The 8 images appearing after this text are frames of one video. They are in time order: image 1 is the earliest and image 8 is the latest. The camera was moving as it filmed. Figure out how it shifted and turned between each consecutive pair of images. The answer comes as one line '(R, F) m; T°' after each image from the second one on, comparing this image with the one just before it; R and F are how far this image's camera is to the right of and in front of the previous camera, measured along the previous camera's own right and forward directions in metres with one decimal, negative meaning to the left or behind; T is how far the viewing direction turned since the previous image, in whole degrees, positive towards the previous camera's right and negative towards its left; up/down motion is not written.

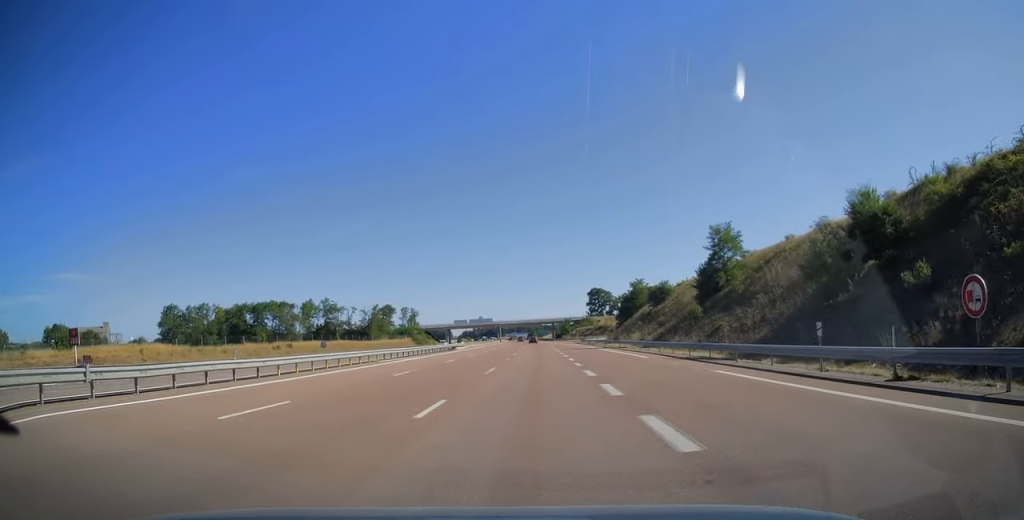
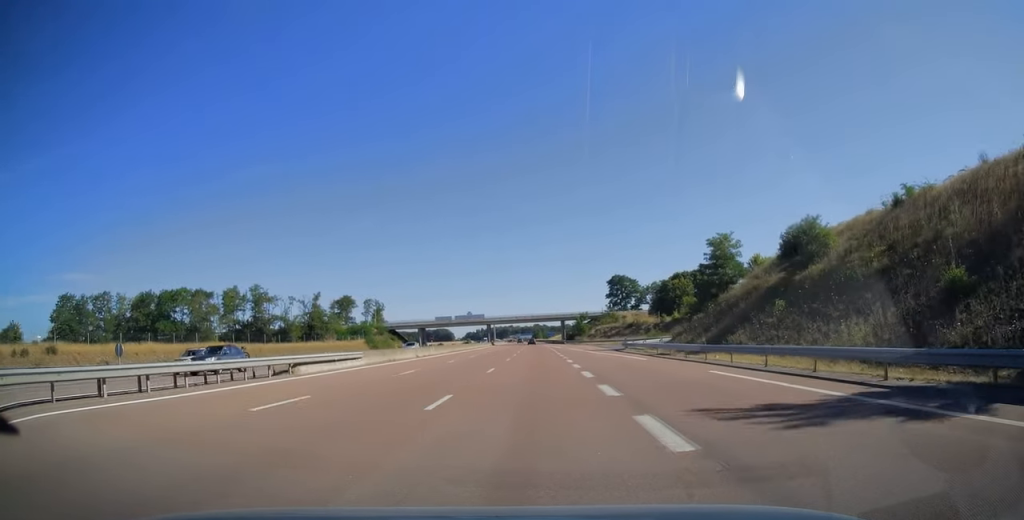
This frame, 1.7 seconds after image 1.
(-0.2, +51.7) m; -1°
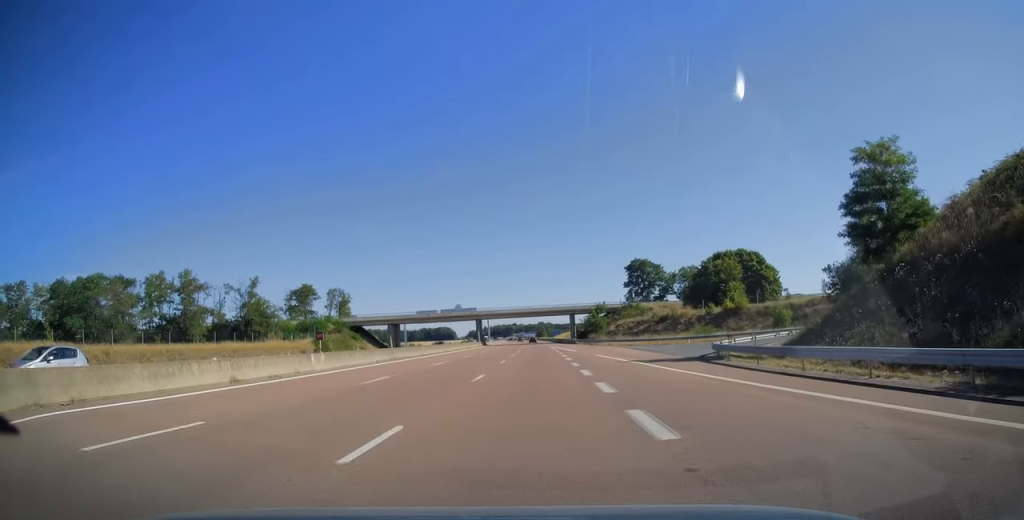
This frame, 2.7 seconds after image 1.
(-0.1, +31.3) m; 0°
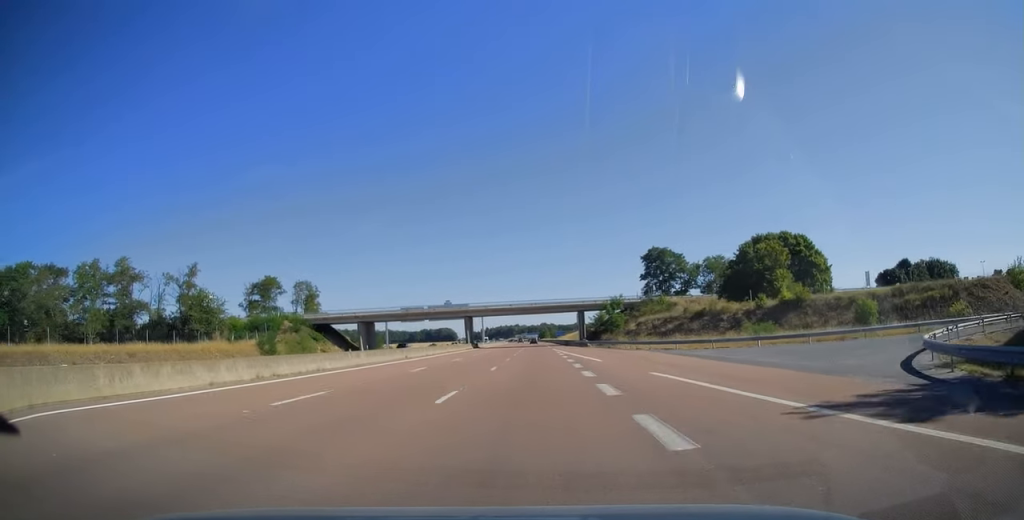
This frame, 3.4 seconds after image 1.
(0.0, +20.2) m; 0°
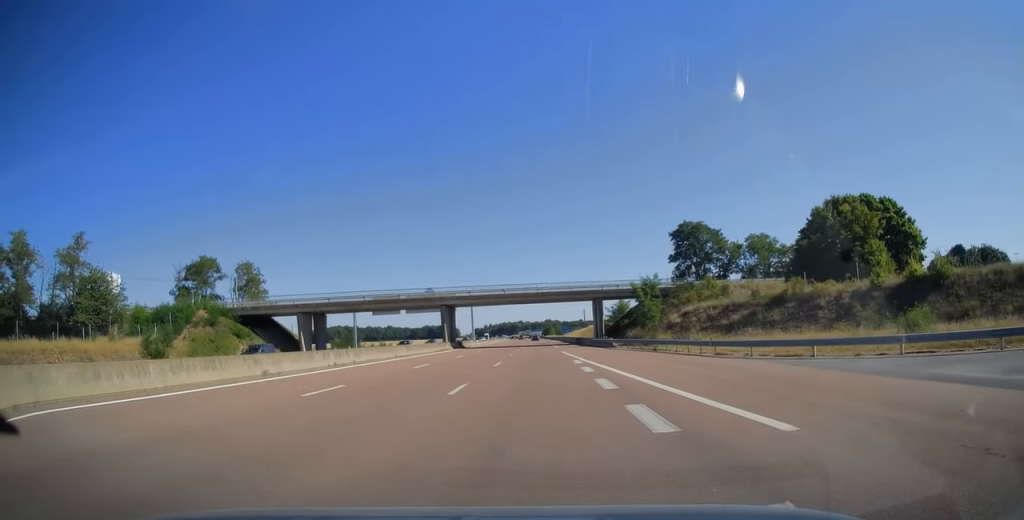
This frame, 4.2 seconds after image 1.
(0.0, +24.8) m; 0°
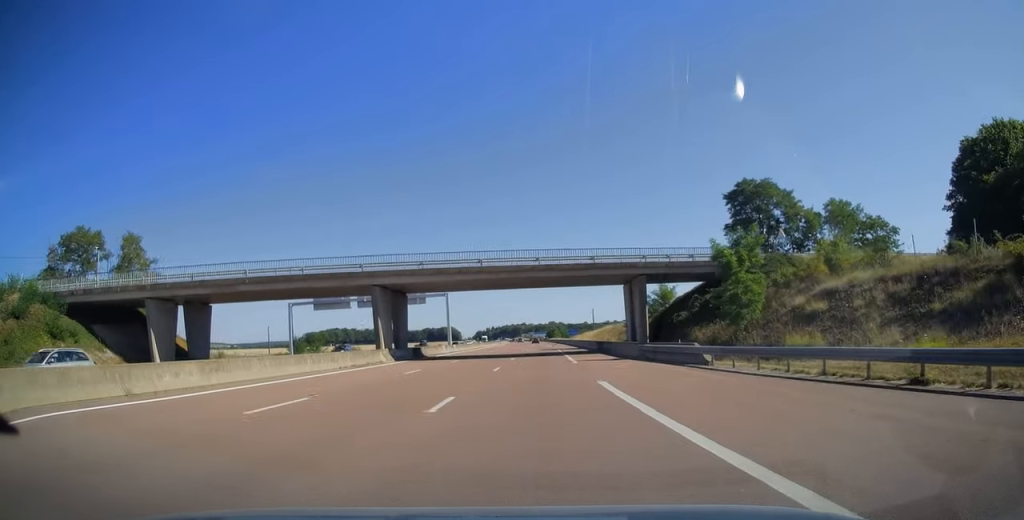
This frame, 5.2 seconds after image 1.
(-0.1, +29.4) m; 0°
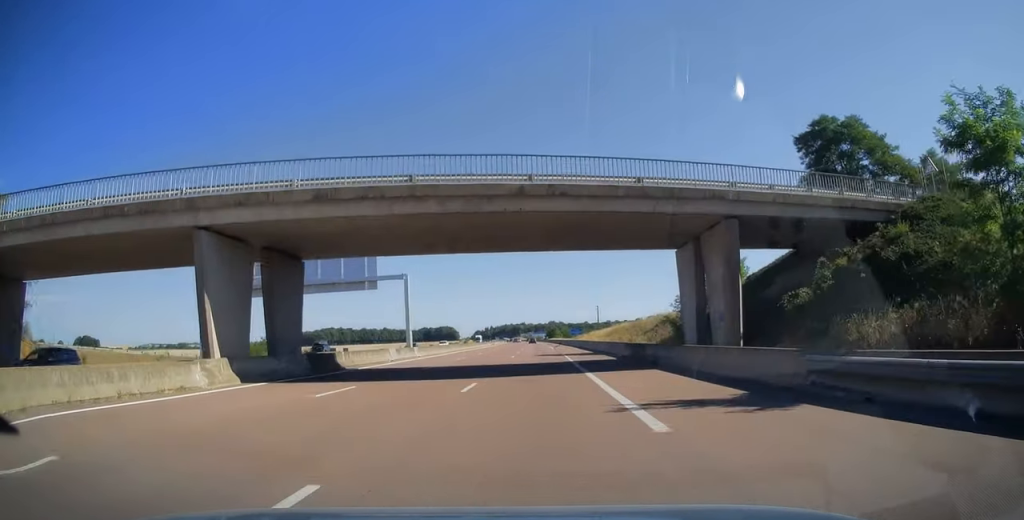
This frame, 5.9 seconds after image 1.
(0.0, +21.7) m; 0°
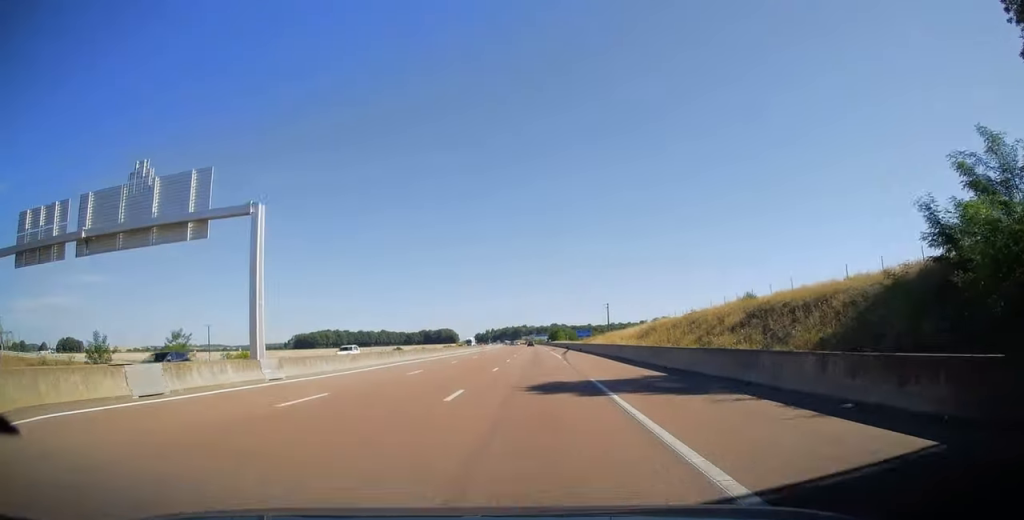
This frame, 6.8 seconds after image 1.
(-0.1, +28.2) m; 0°
